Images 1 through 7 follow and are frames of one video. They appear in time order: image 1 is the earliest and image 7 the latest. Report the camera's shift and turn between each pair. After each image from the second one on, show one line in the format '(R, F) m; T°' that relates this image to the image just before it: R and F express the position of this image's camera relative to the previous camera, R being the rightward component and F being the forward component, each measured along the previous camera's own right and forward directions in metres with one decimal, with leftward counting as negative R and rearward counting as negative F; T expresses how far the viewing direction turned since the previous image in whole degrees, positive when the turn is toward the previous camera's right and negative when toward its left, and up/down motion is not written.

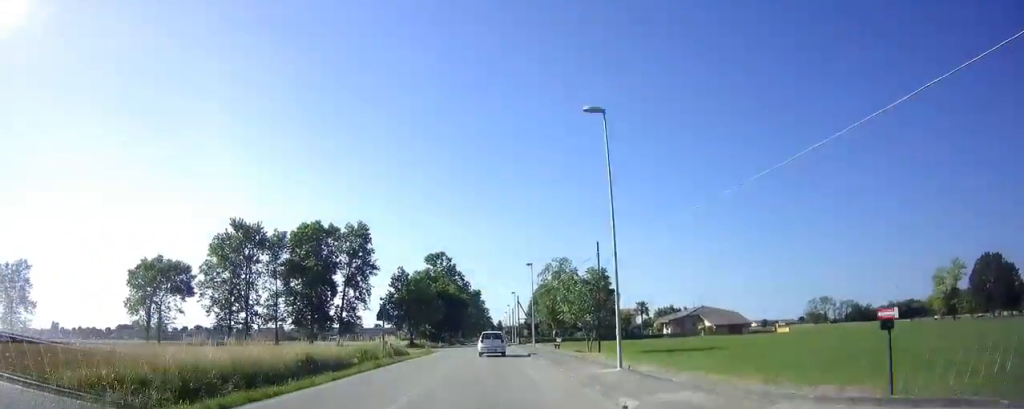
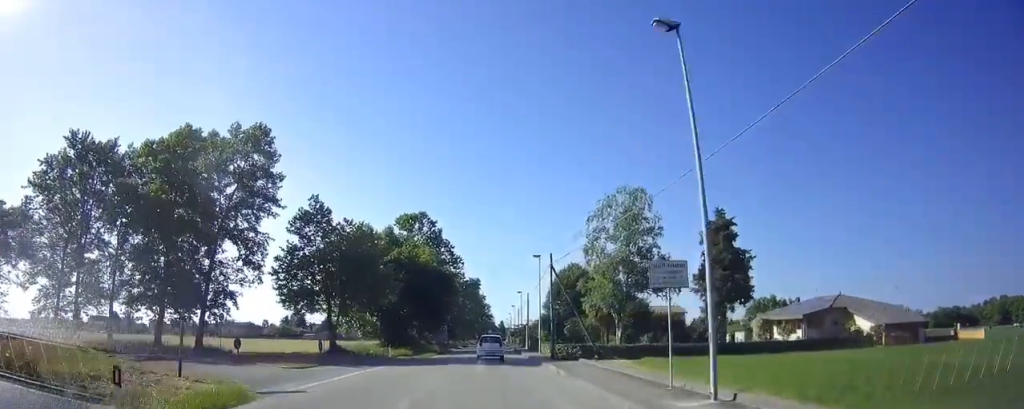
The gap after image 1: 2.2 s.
(-0.1, +36.6) m; 0°
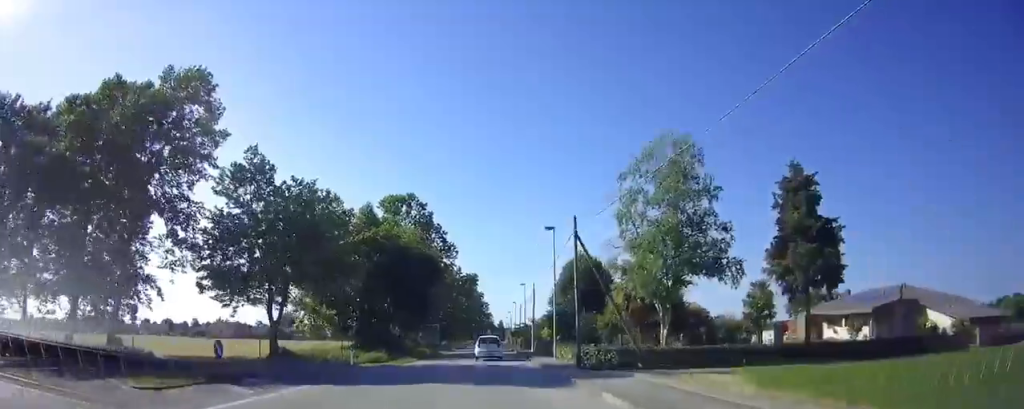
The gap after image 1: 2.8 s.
(+0.1, +10.0) m; 0°
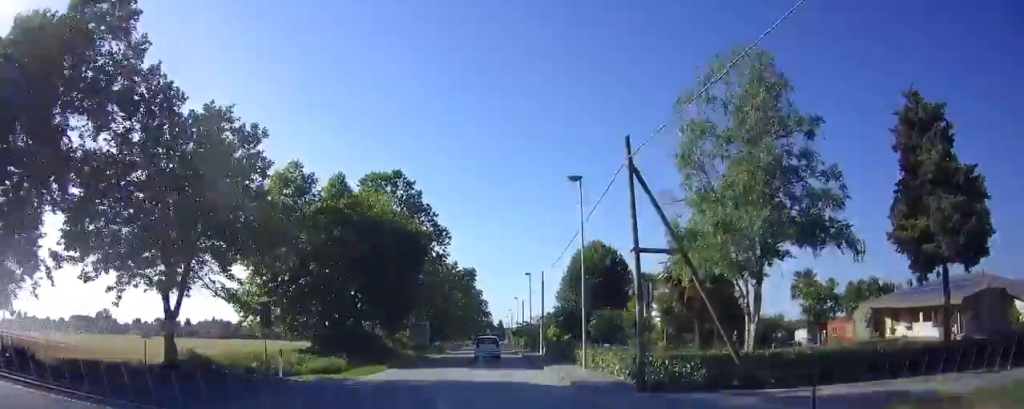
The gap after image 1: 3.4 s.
(-0.1, +9.9) m; 0°
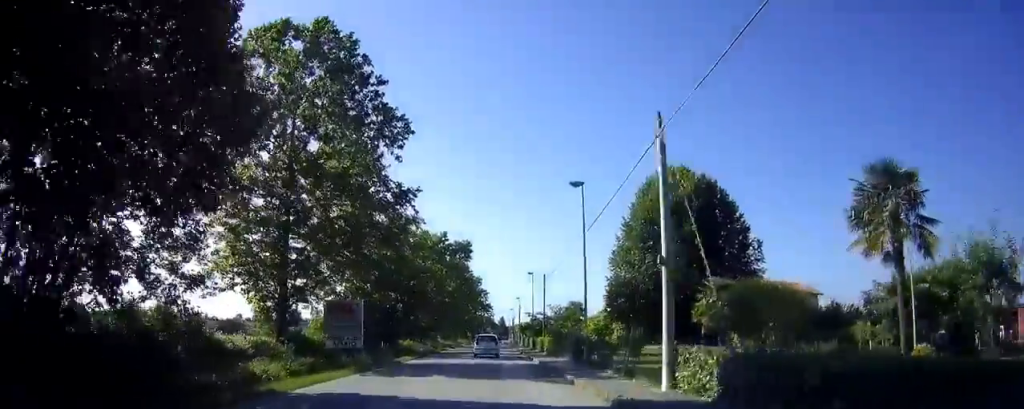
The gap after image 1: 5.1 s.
(-0.2, +28.4) m; -1°
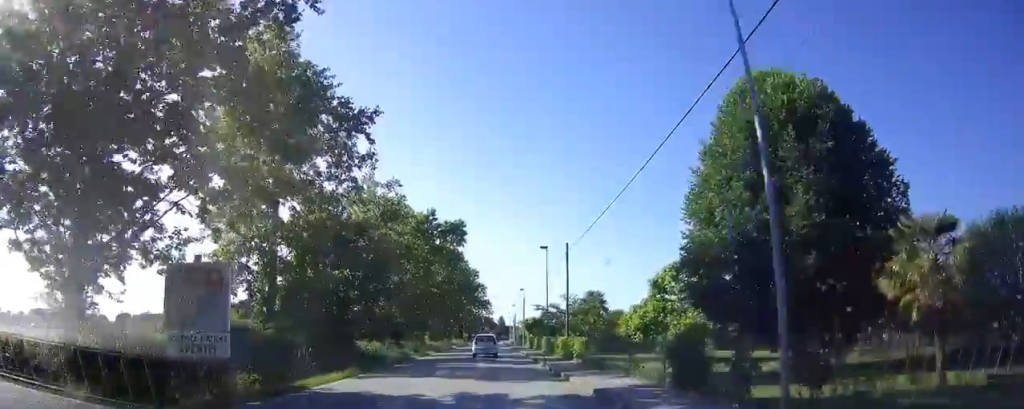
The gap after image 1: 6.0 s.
(0.0, +14.1) m; 0°
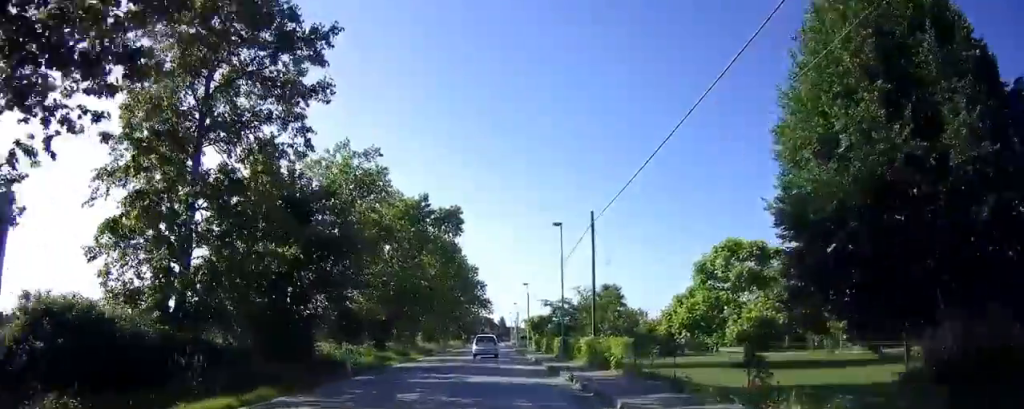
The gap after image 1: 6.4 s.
(0.0, +7.6) m; 0°
